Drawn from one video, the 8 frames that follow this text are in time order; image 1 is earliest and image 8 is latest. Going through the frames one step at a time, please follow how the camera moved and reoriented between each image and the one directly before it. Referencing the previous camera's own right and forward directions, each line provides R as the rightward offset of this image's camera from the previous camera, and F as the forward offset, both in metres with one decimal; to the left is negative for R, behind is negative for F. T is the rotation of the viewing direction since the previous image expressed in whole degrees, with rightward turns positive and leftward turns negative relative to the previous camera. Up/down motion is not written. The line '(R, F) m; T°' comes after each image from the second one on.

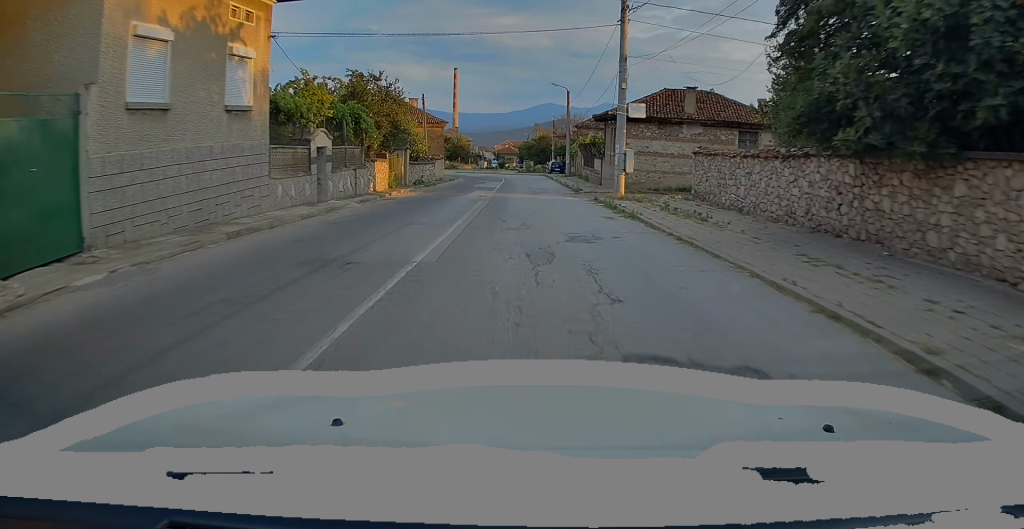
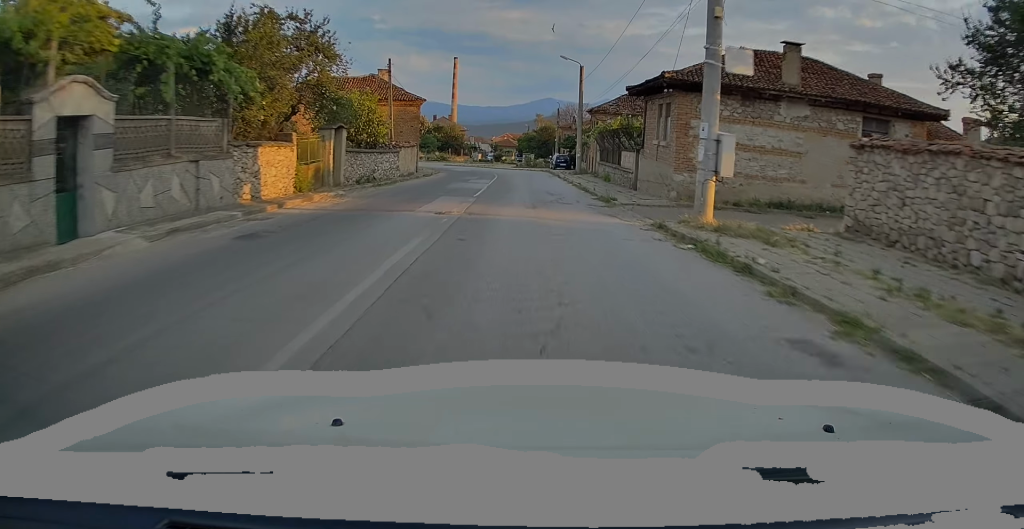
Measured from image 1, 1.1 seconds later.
(-0.1, +12.1) m; -1°
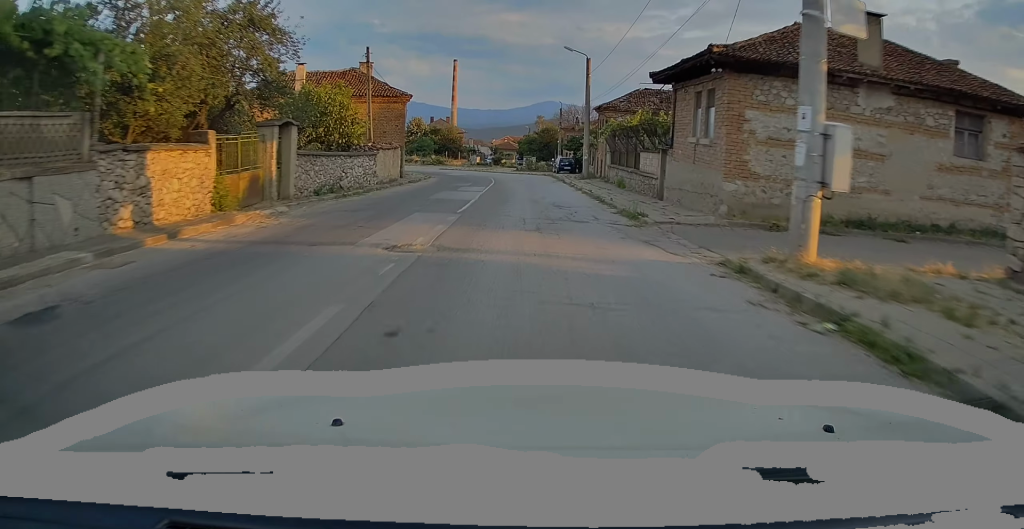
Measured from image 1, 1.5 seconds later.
(0.0, +4.8) m; 0°
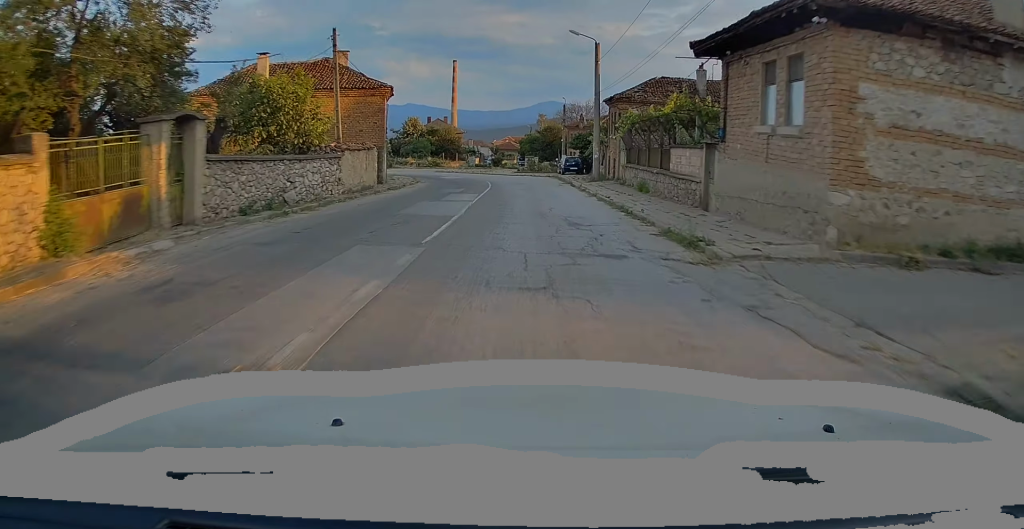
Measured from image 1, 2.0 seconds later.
(0.0, +5.3) m; 0°
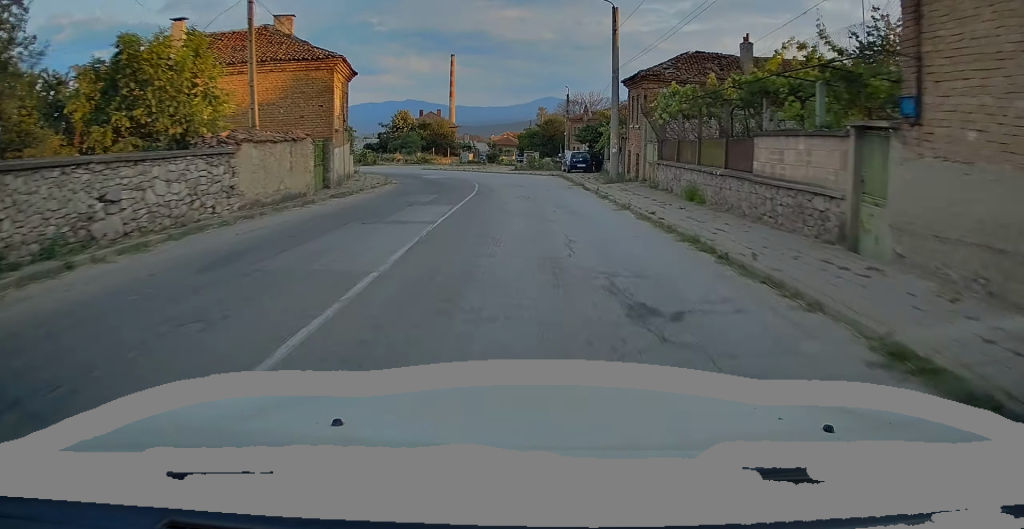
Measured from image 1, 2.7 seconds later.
(0.0, +7.9) m; 0°
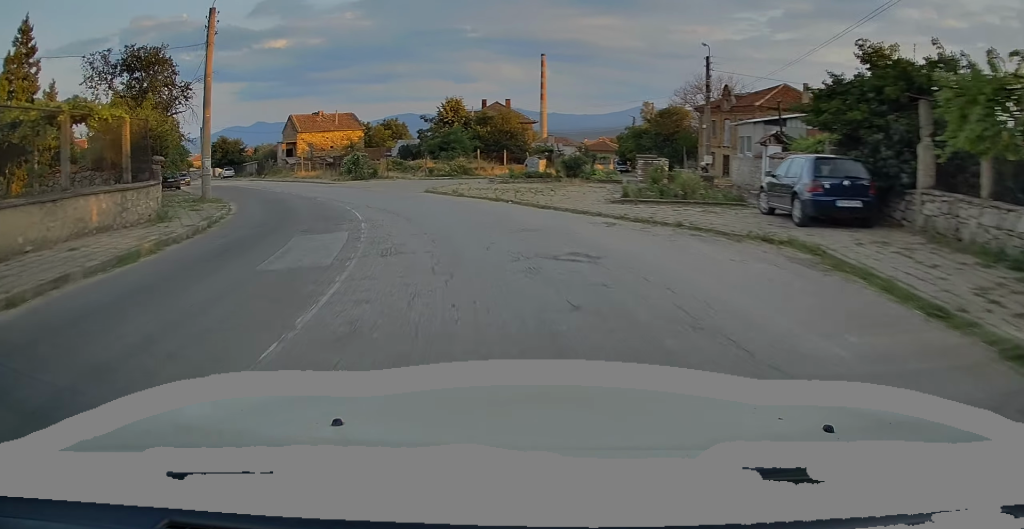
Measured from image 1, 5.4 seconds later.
(-0.9, +30.1) m; -9°
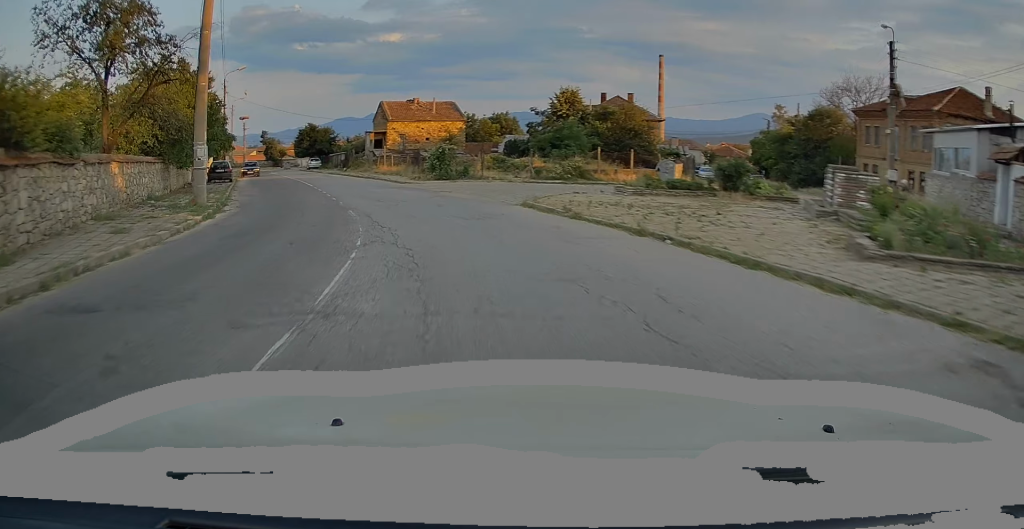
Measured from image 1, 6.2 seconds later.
(-0.5, +9.2) m; -10°
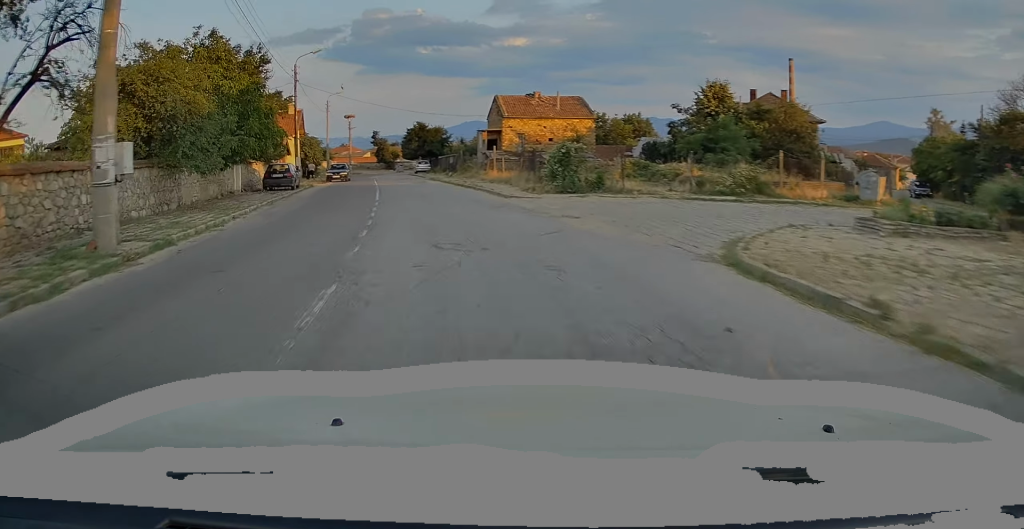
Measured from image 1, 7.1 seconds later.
(-1.3, +9.7) m; -10°
